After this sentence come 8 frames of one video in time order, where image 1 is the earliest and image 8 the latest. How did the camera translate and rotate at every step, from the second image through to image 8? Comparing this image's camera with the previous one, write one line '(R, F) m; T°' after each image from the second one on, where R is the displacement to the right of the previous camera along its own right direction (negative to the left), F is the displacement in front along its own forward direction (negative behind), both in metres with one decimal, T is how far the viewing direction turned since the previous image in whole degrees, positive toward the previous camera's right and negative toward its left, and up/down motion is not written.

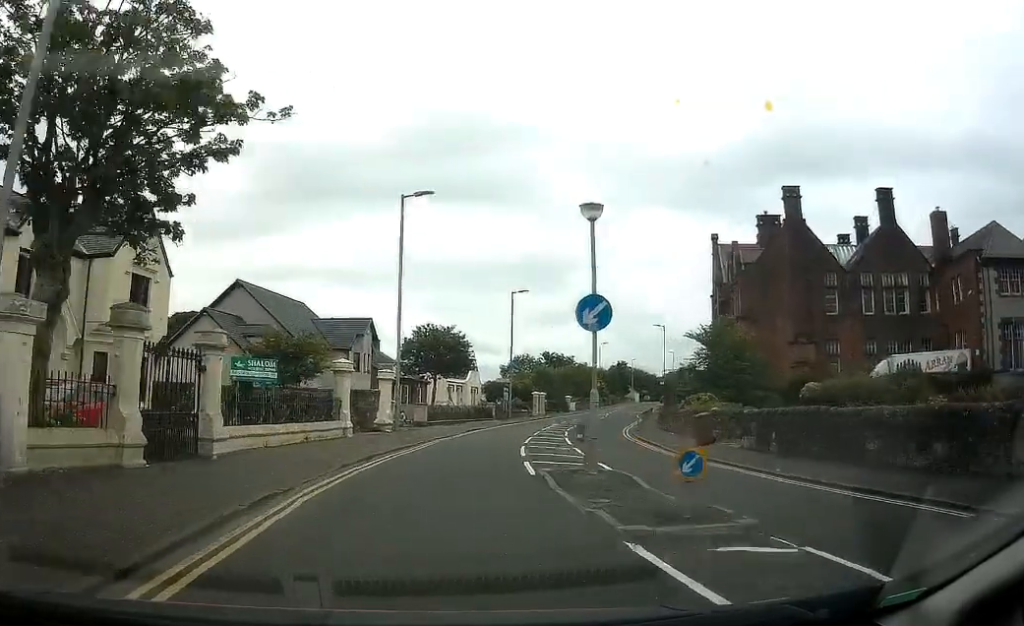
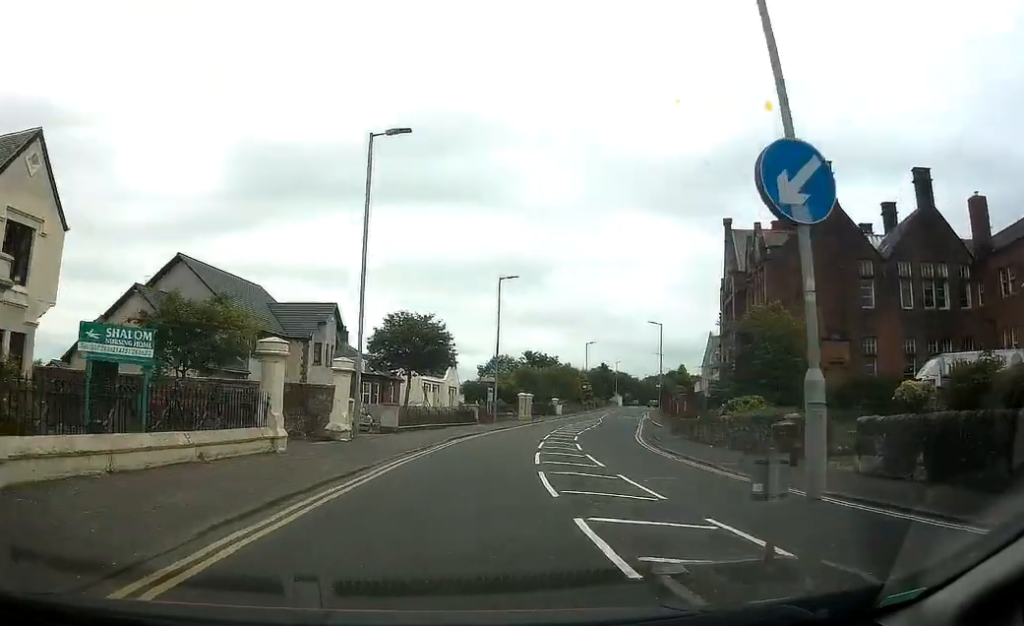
(-0.1, +7.3) m; +2°
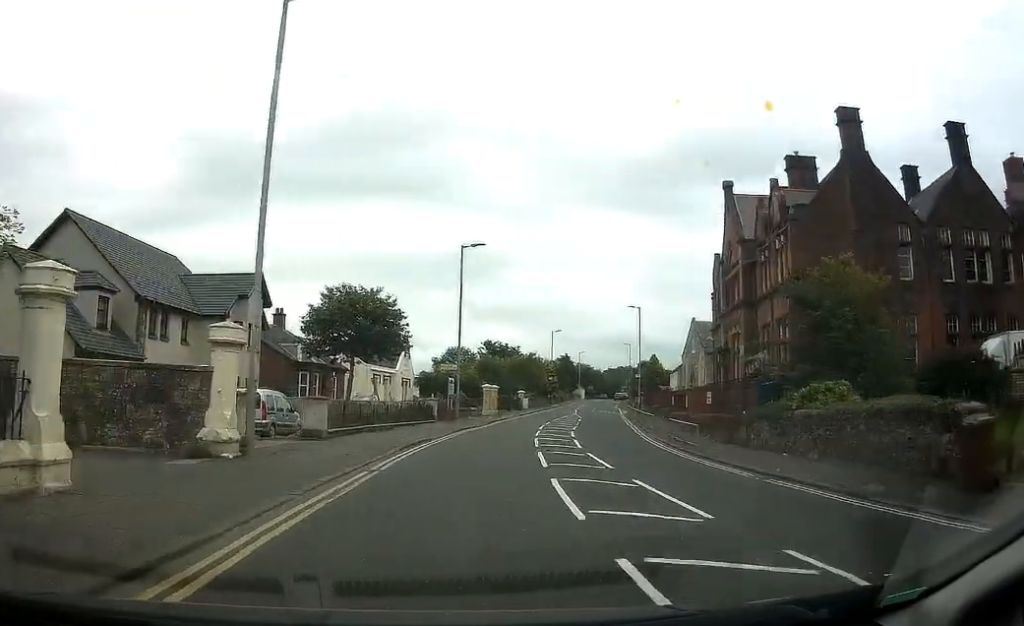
(+0.3, +8.2) m; +4°
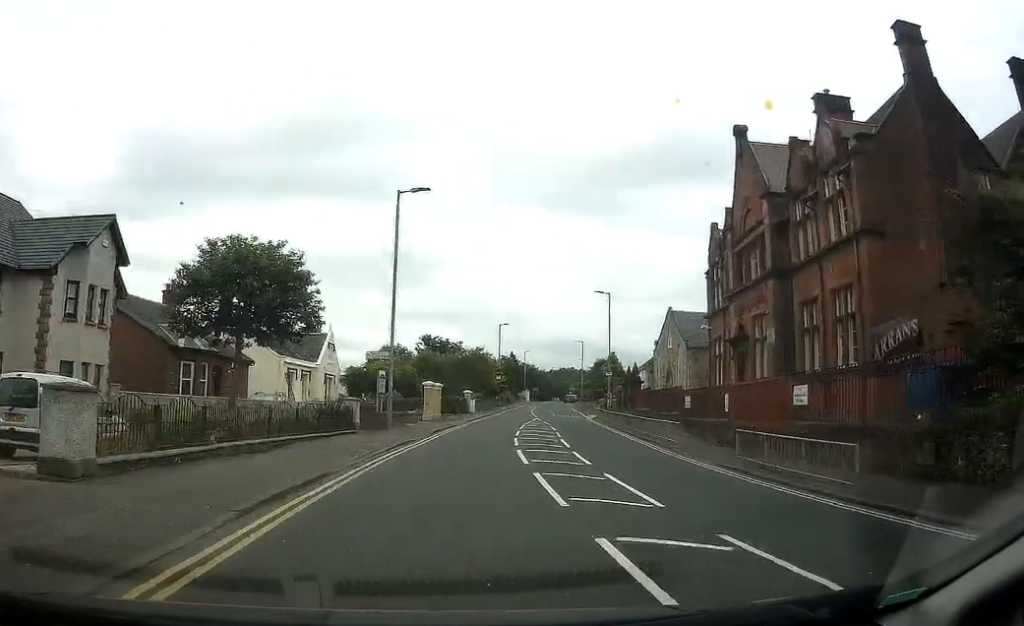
(+0.6, +11.4) m; +6°
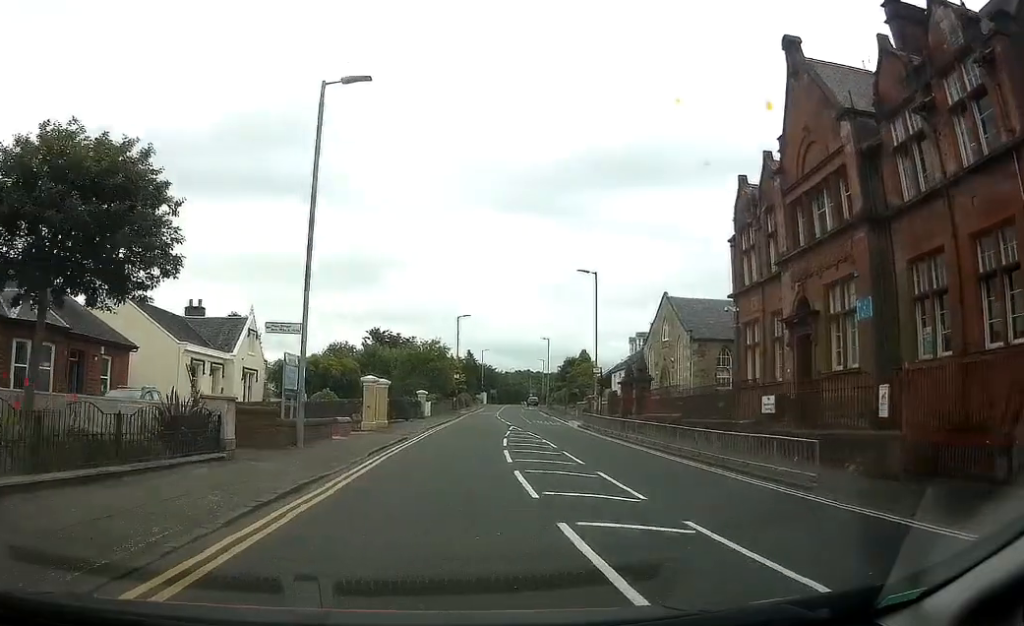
(+0.6, +11.1) m; +4°
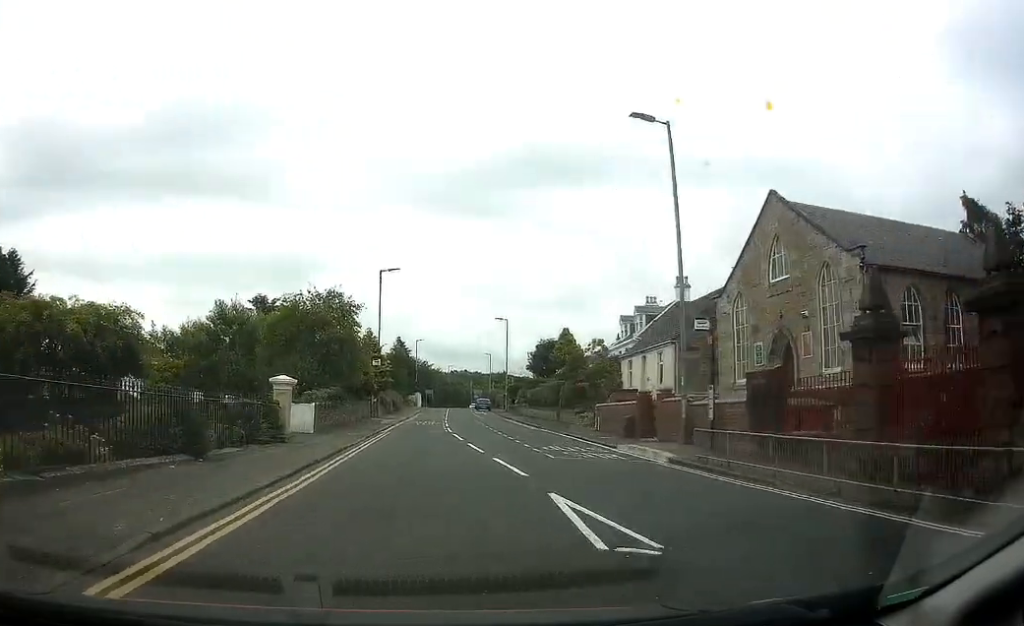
(+1.8, +26.9) m; +7°
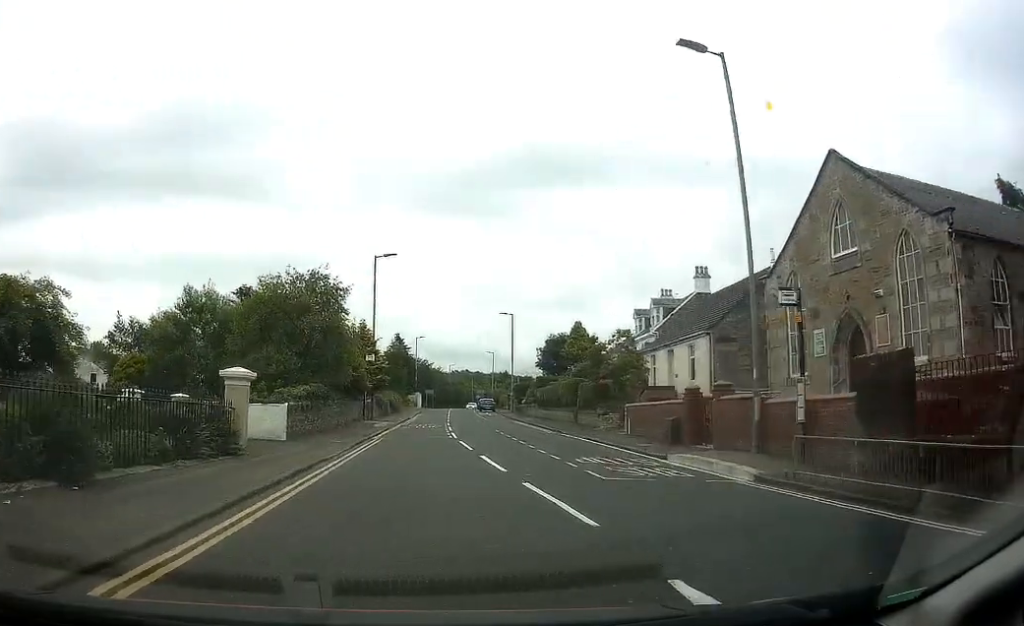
(0.0, +5.1) m; 0°
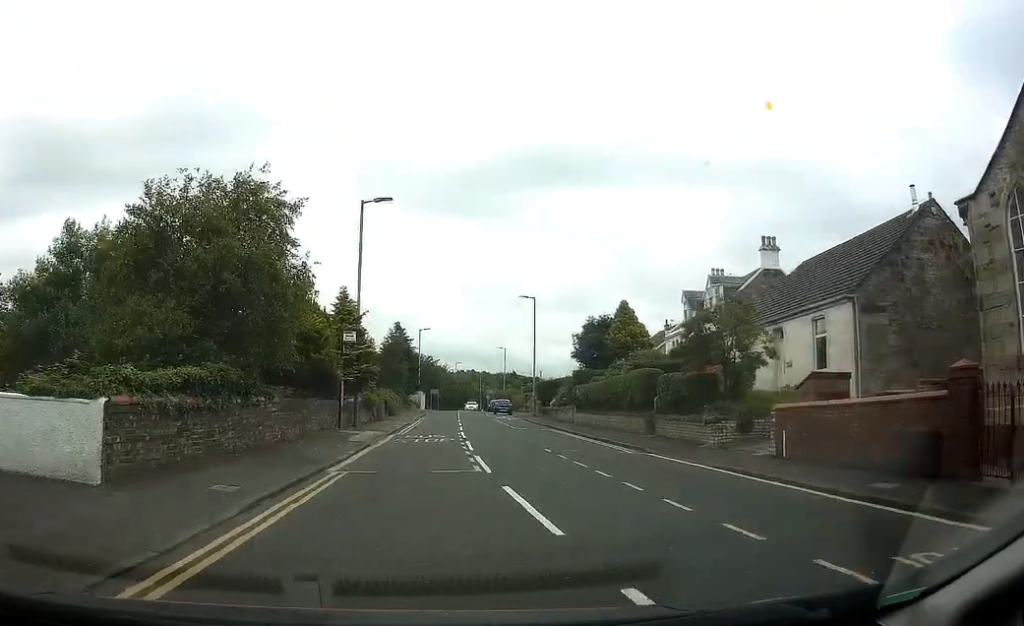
(0.0, +11.9) m; 0°
